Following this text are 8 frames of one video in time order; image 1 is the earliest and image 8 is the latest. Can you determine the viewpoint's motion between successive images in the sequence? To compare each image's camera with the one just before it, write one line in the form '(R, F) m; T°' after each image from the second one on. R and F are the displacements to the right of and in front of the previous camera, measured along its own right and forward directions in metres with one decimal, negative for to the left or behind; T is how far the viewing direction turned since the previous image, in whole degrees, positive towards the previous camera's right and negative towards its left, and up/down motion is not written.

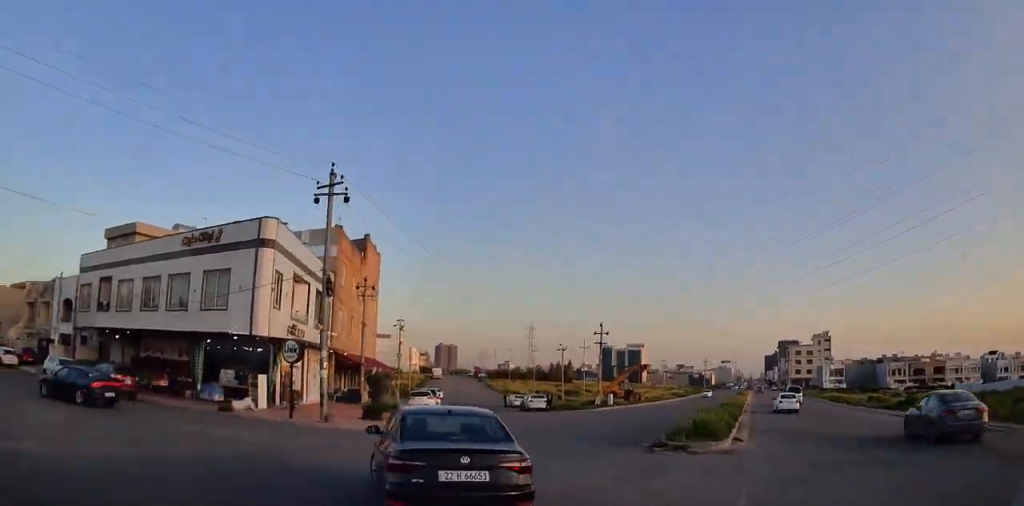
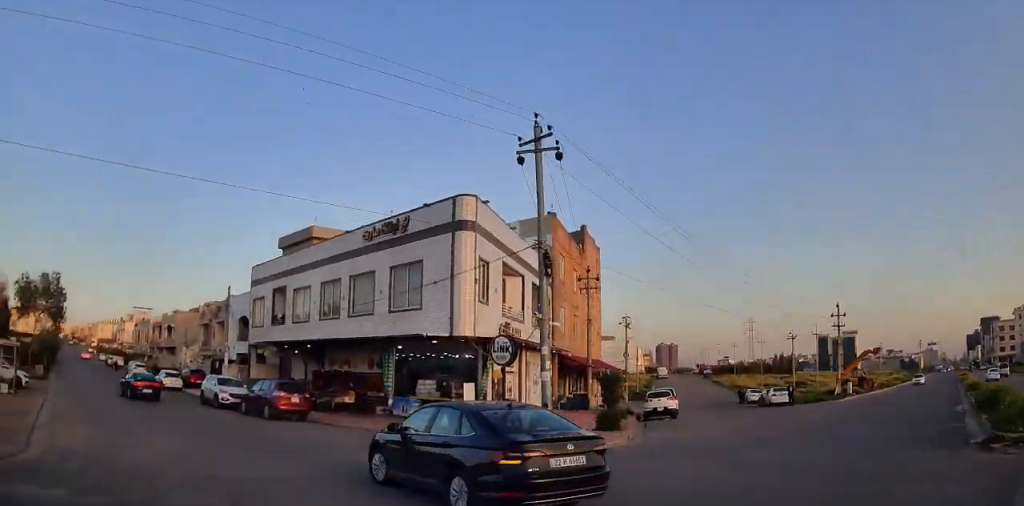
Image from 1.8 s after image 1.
(-0.8, +6.3) m; -21°
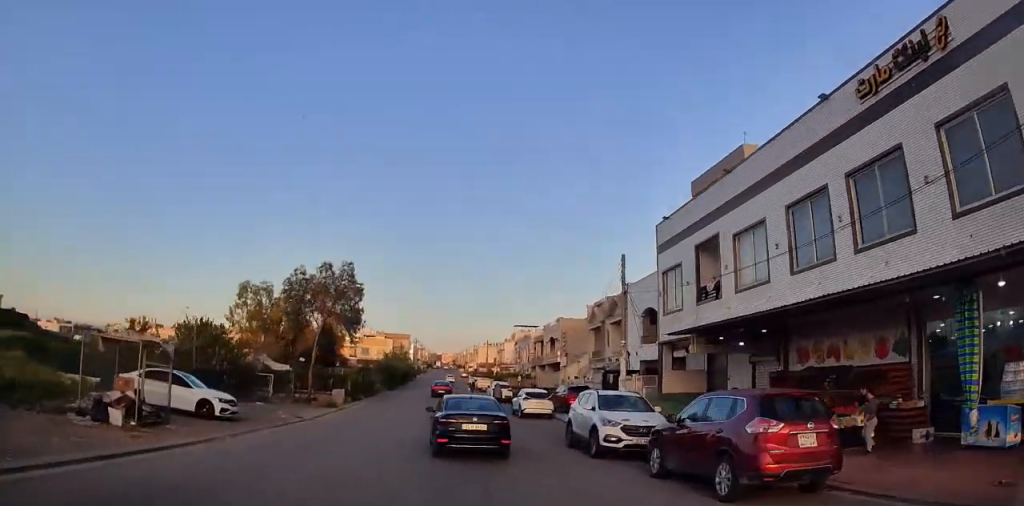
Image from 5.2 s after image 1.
(-3.6, +16.2) m; -16°
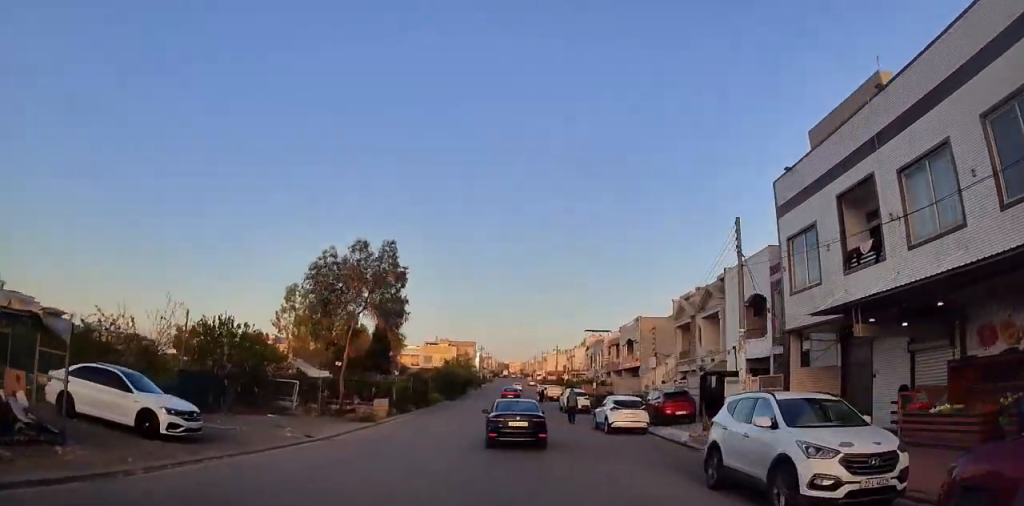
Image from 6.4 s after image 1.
(-0.3, +7.8) m; -2°
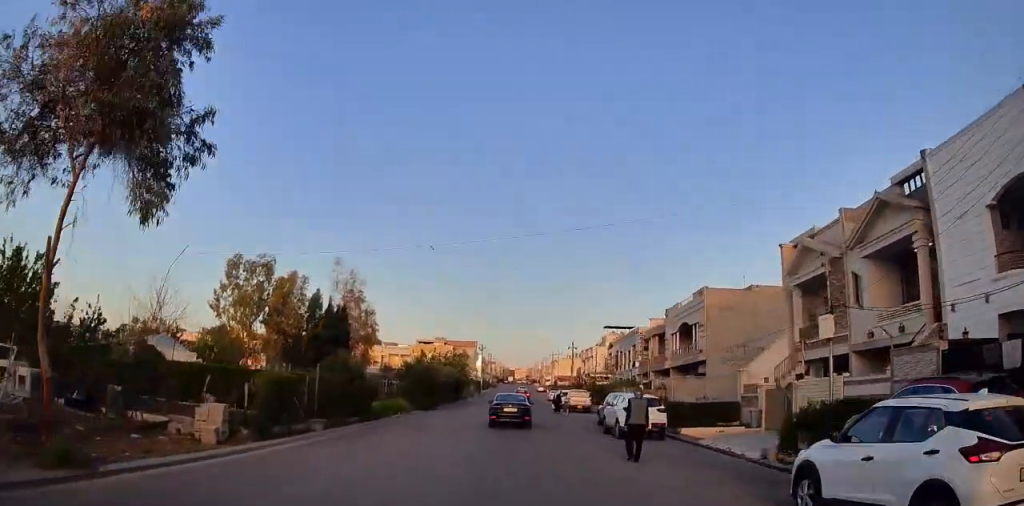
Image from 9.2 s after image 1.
(-0.6, +19.9) m; -2°
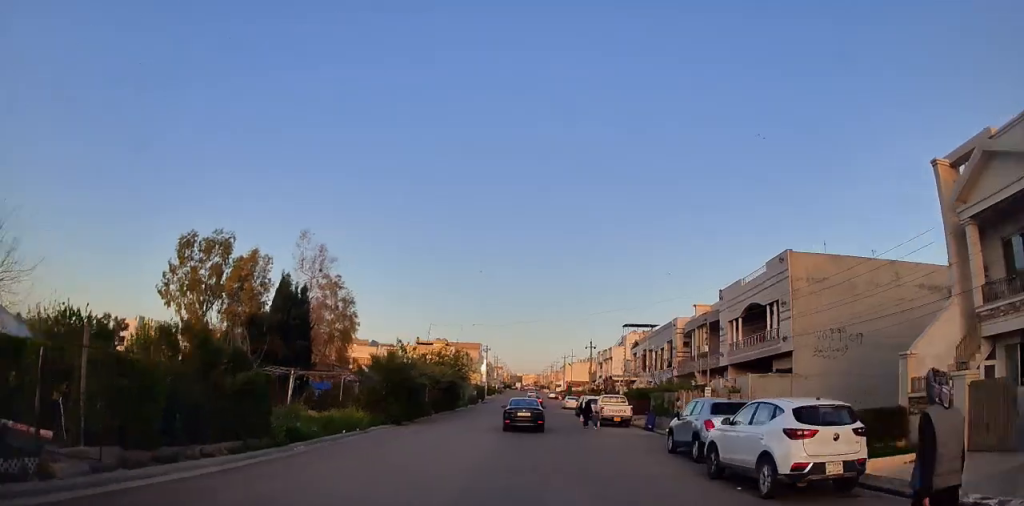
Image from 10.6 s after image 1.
(-0.1, +10.7) m; 0°
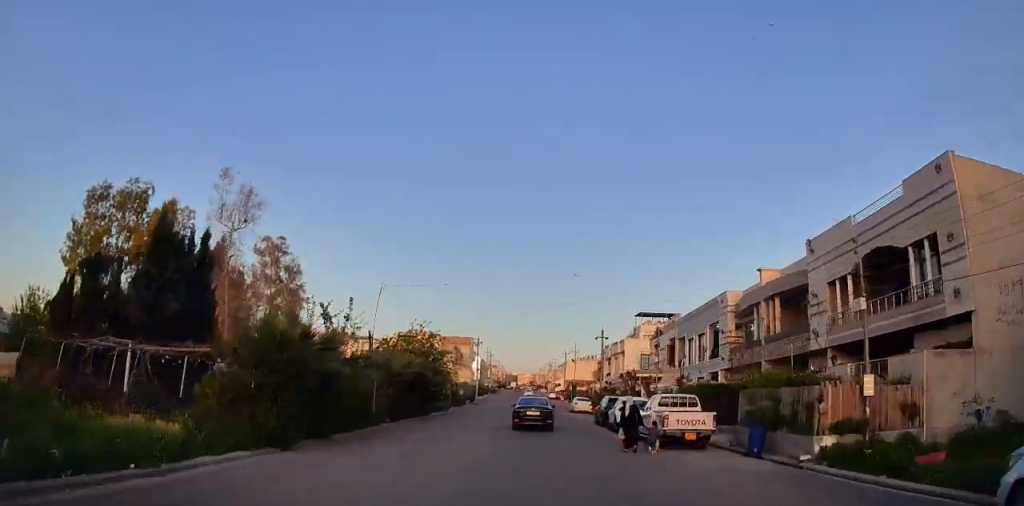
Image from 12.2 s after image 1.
(+0.1, +12.7) m; +1°
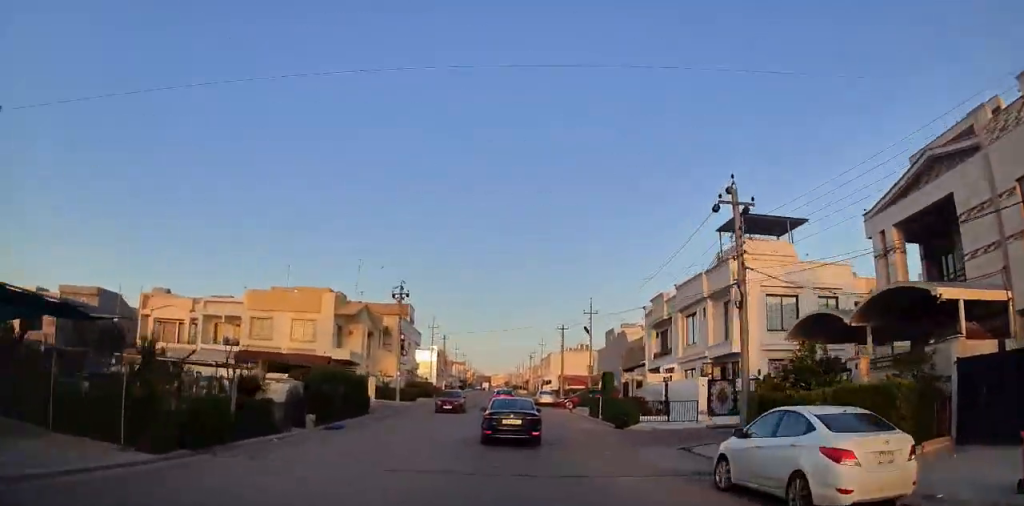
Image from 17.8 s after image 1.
(+1.3, +41.7) m; +2°
